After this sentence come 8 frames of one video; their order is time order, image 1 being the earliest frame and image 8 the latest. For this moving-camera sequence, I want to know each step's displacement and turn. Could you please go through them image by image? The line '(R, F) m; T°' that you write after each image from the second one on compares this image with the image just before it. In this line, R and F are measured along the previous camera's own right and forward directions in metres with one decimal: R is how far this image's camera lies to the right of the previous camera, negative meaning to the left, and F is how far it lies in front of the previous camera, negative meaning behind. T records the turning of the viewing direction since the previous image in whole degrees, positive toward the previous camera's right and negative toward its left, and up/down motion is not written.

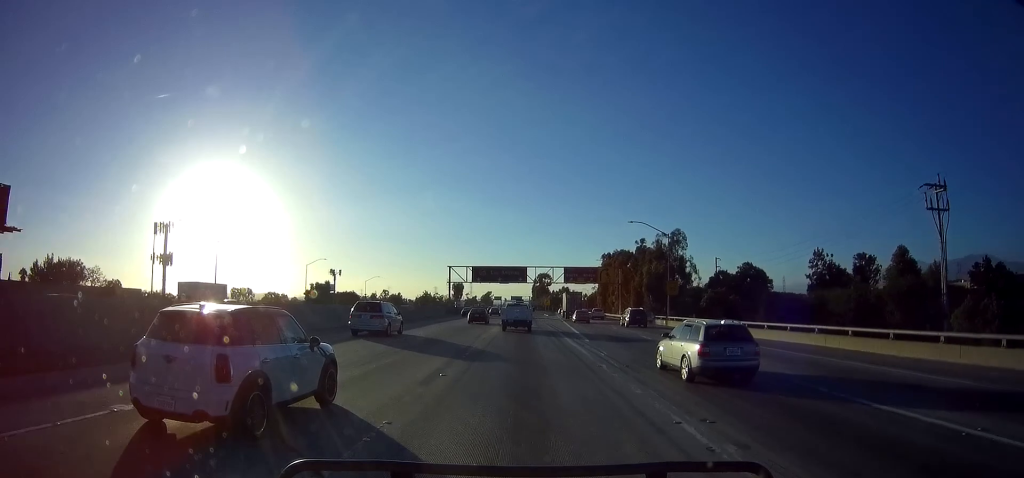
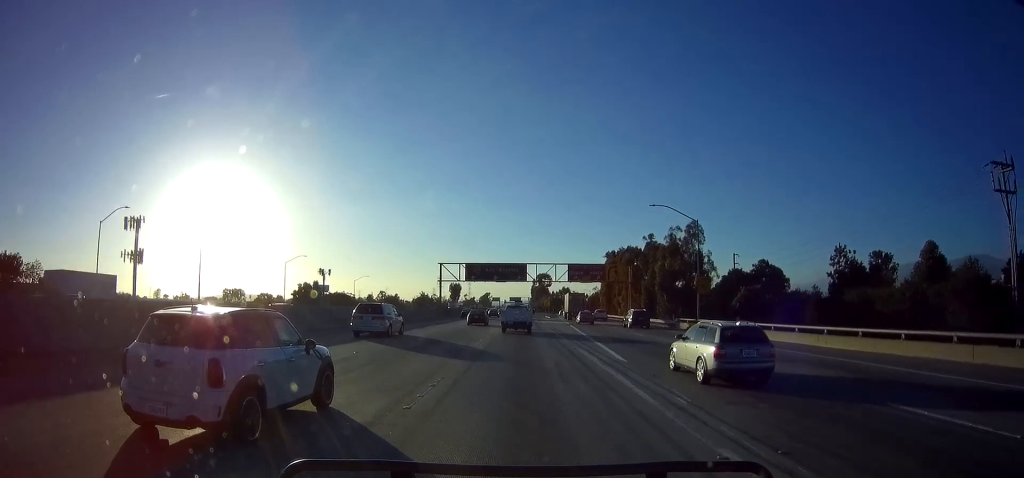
(-0.2, +9.5) m; 0°
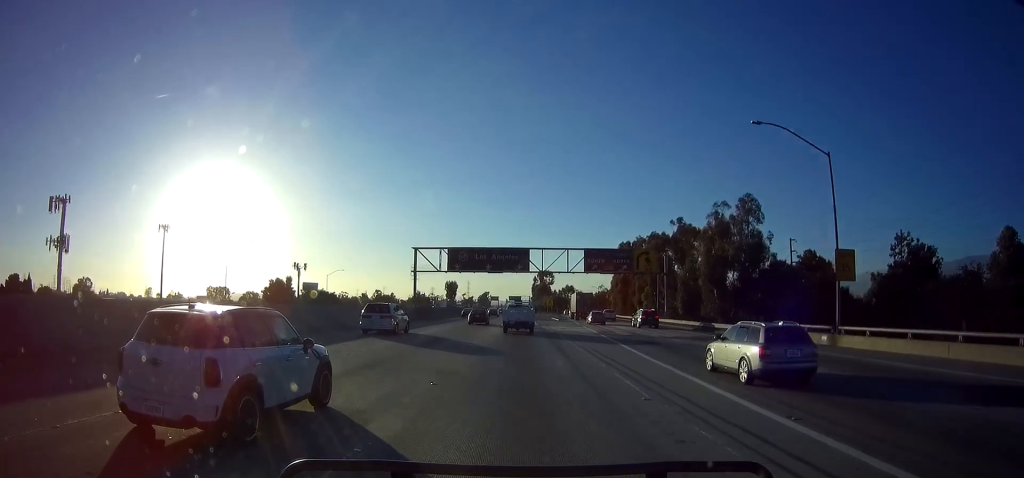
(+0.6, +20.9) m; 0°
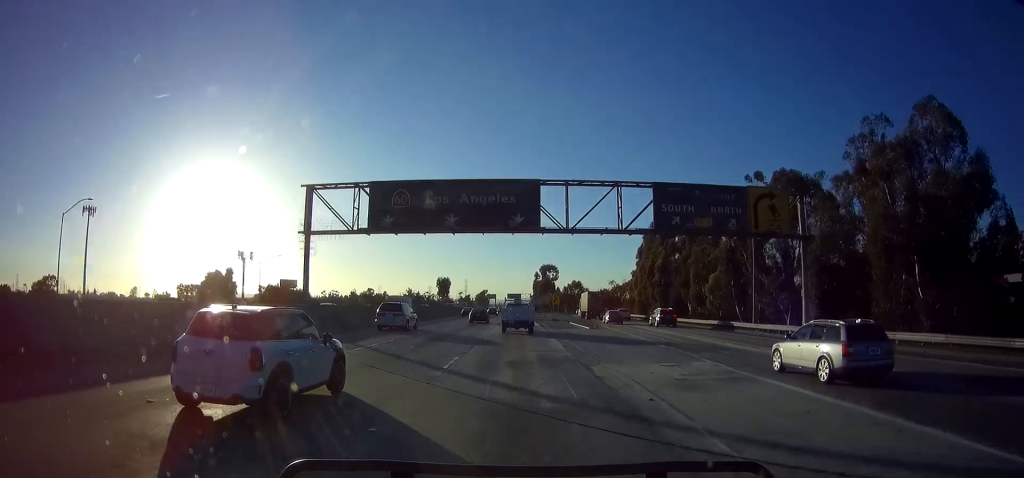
(-0.4, +33.6) m; 0°
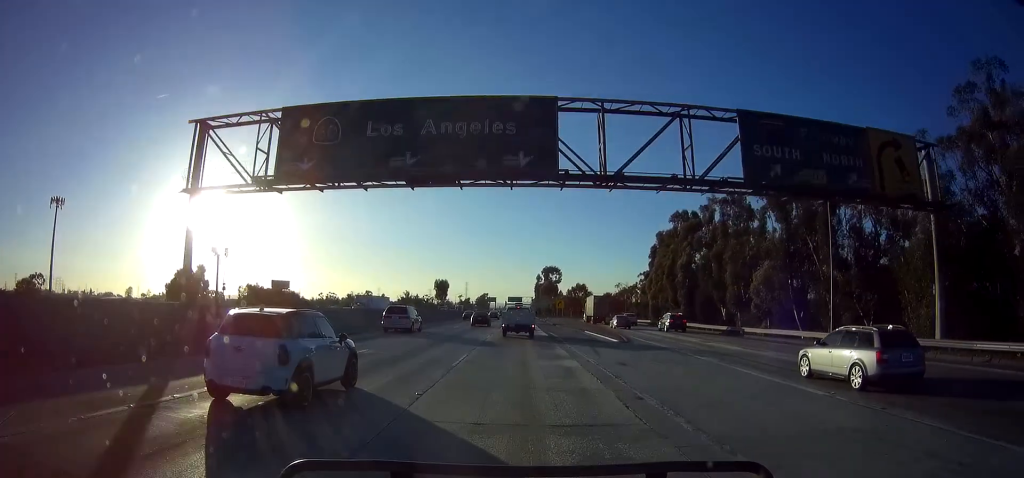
(0.0, +12.5) m; 0°
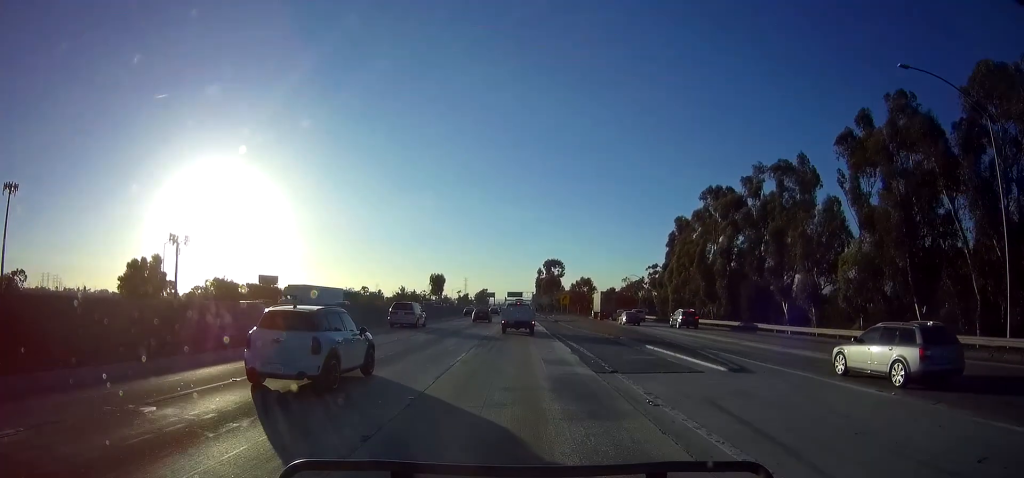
(-0.1, +15.5) m; -1°
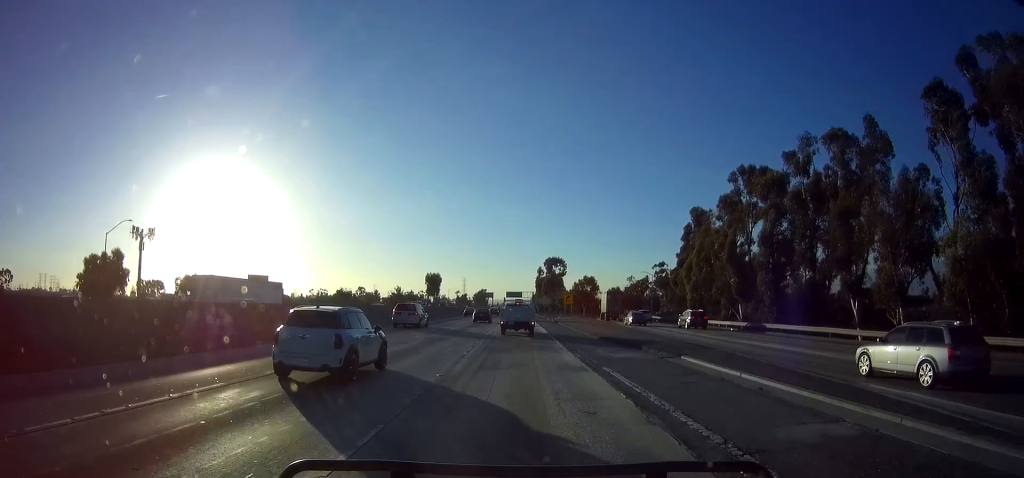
(-0.1, +11.3) m; 0°
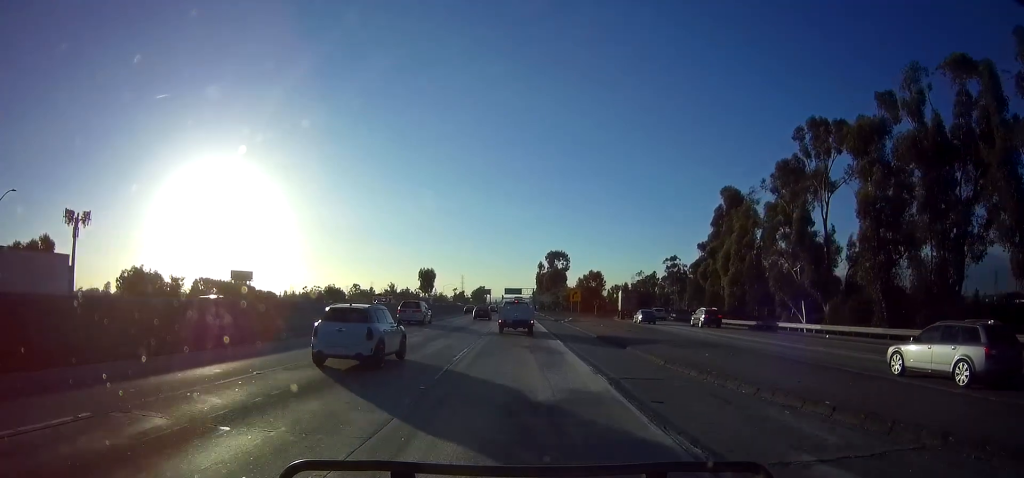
(0.0, +16.7) m; 0°
